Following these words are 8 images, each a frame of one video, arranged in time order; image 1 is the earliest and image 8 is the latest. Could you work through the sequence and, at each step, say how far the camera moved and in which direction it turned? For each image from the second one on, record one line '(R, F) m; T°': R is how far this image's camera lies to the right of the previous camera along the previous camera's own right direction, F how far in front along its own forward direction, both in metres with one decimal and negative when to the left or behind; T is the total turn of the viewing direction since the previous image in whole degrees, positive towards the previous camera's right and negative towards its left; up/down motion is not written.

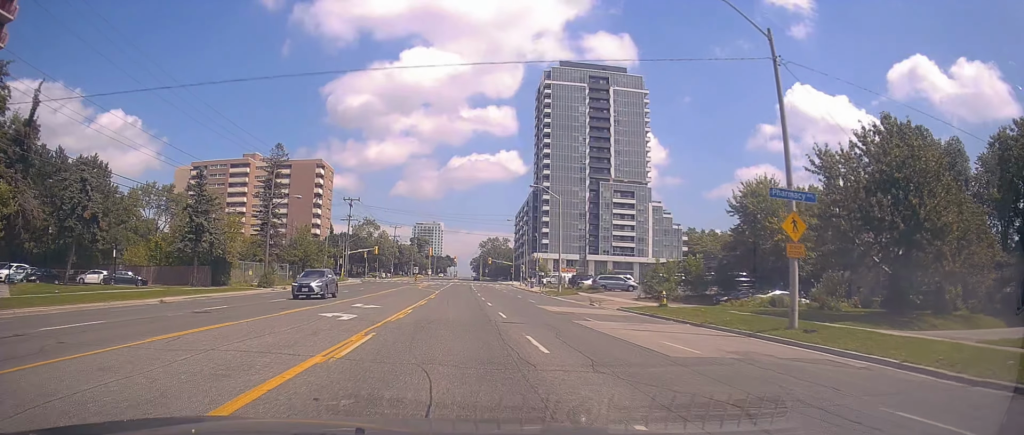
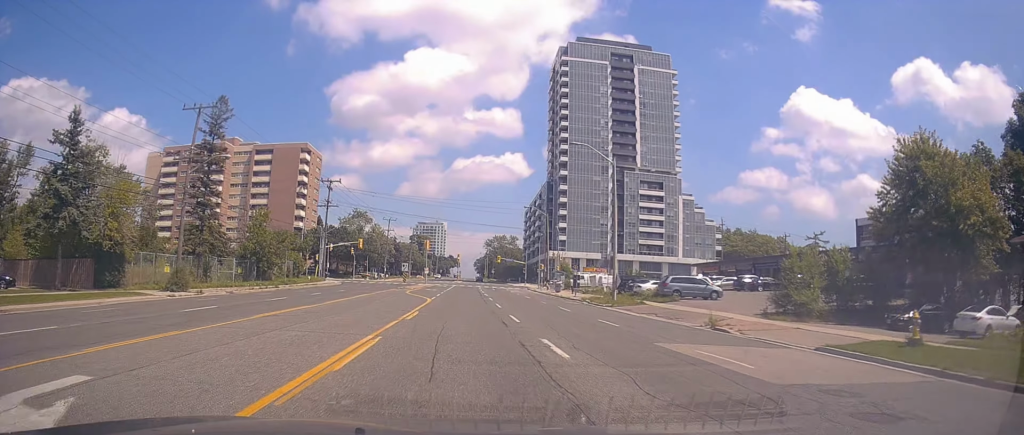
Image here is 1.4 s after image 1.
(-0.9, +18.8) m; -1°
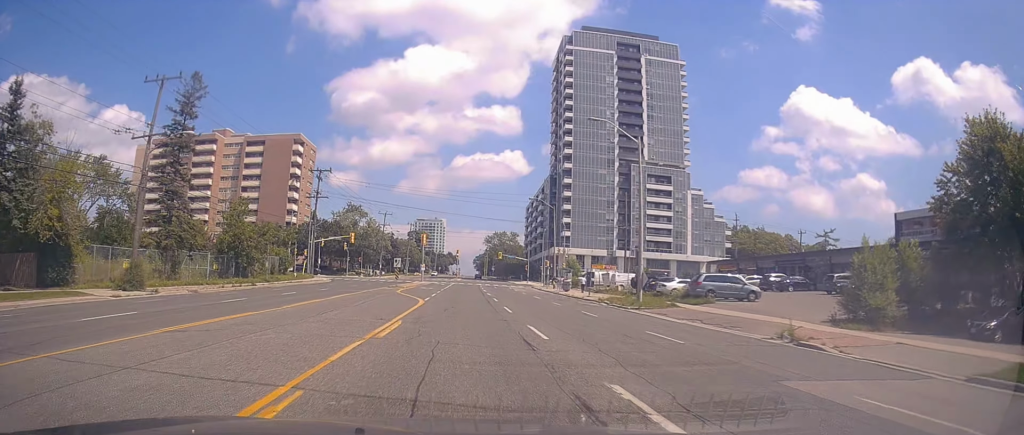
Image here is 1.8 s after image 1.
(0.0, +5.7) m; +1°
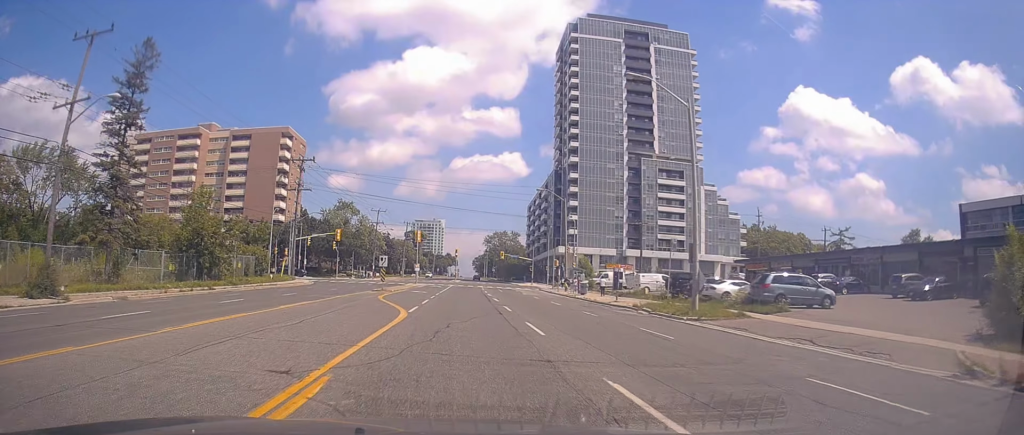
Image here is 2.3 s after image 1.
(+0.6, +8.2) m; +1°
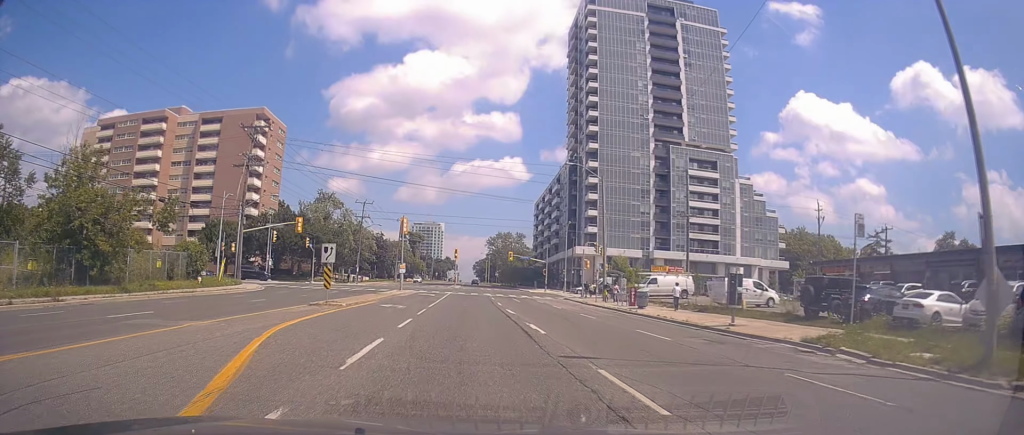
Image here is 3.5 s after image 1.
(-0.4, +16.8) m; -1°
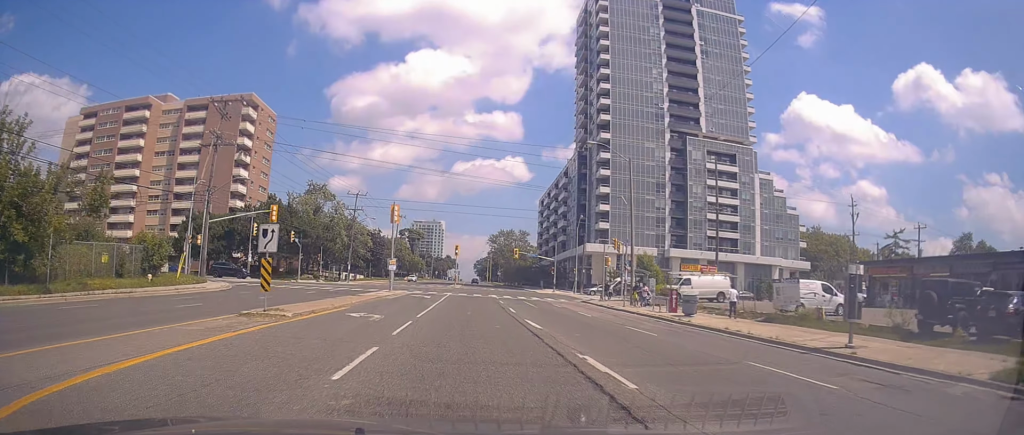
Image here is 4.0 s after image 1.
(+0.1, +7.5) m; +1°
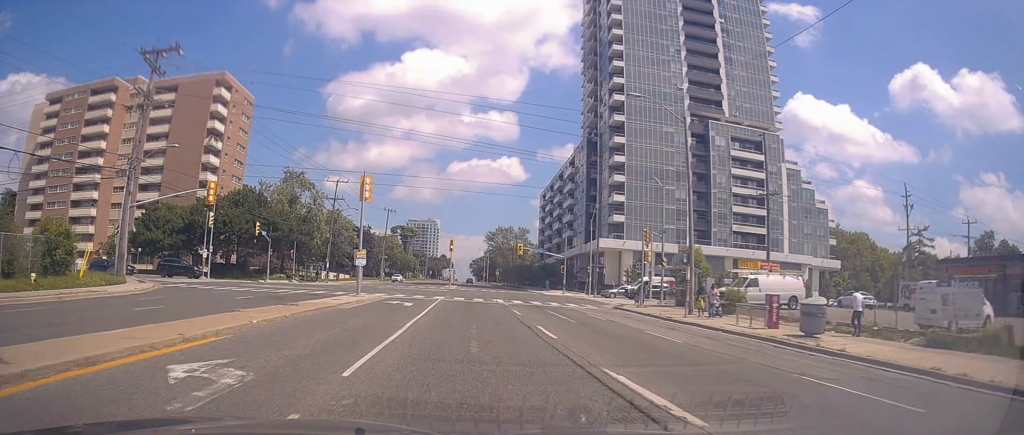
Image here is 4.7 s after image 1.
(+0.2, +11.0) m; +2°
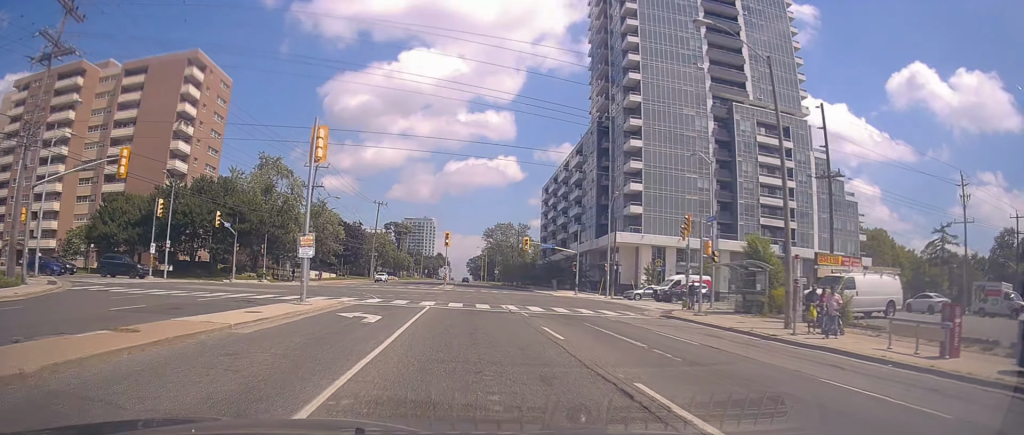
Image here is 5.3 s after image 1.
(+0.2, +9.7) m; 0°
